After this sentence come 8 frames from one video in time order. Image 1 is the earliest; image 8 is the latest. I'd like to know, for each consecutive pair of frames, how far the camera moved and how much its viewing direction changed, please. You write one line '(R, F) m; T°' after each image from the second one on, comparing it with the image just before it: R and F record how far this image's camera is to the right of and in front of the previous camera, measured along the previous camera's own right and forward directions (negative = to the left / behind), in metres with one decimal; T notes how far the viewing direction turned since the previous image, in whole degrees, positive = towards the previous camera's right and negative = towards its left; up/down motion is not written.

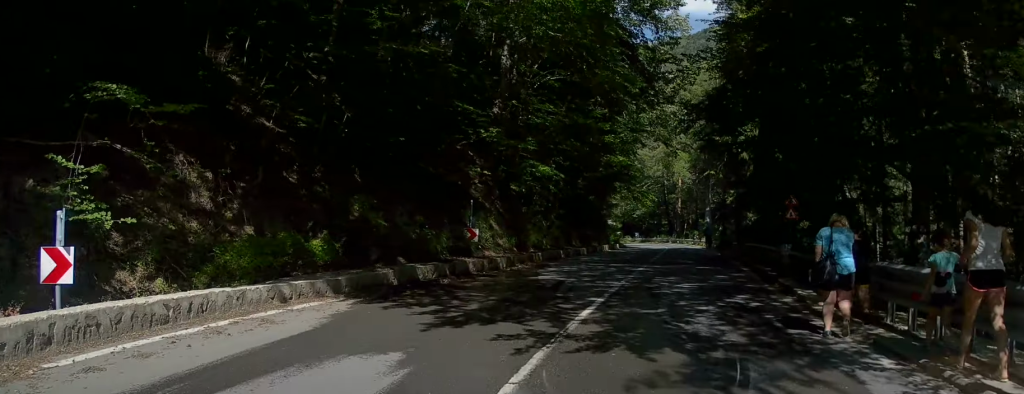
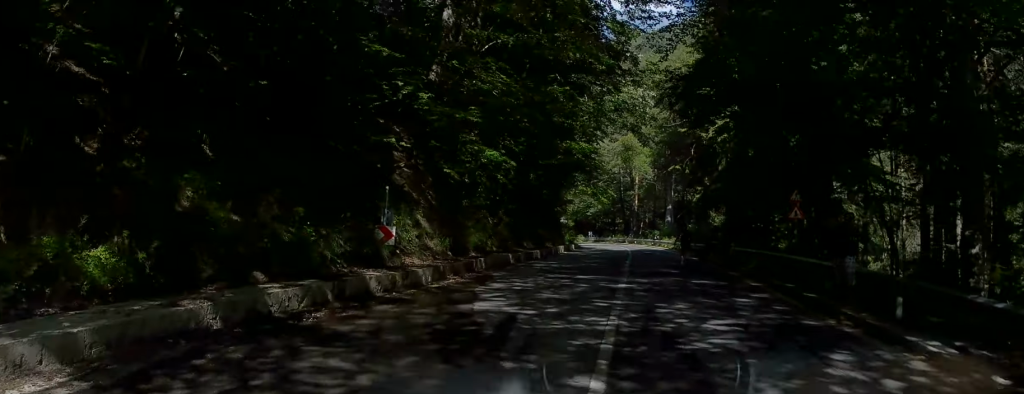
(0.0, +5.3) m; +3°
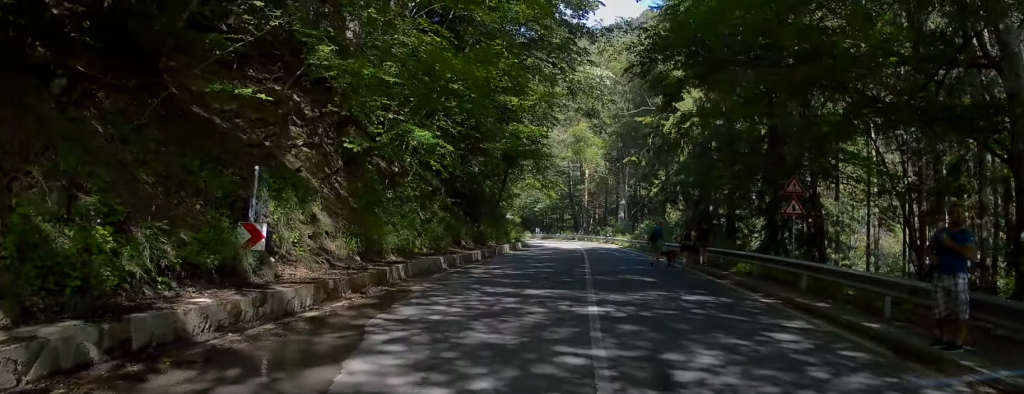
(+0.2, +4.0) m; +2°
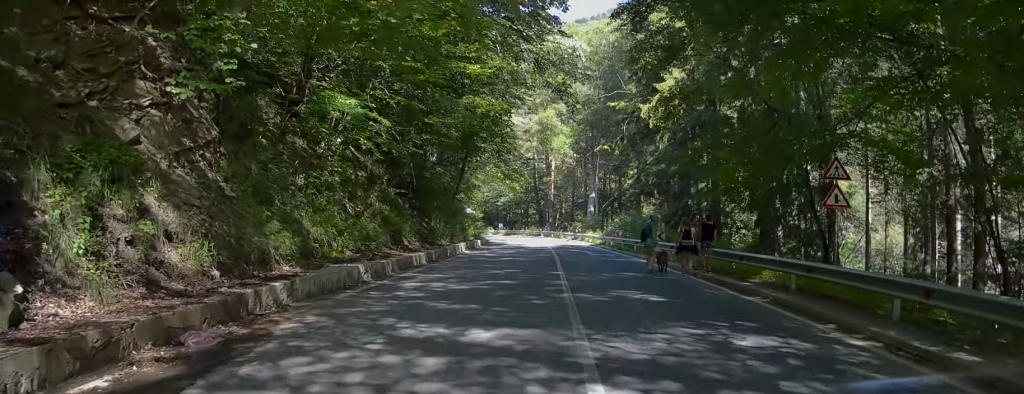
(0.0, +4.4) m; 0°
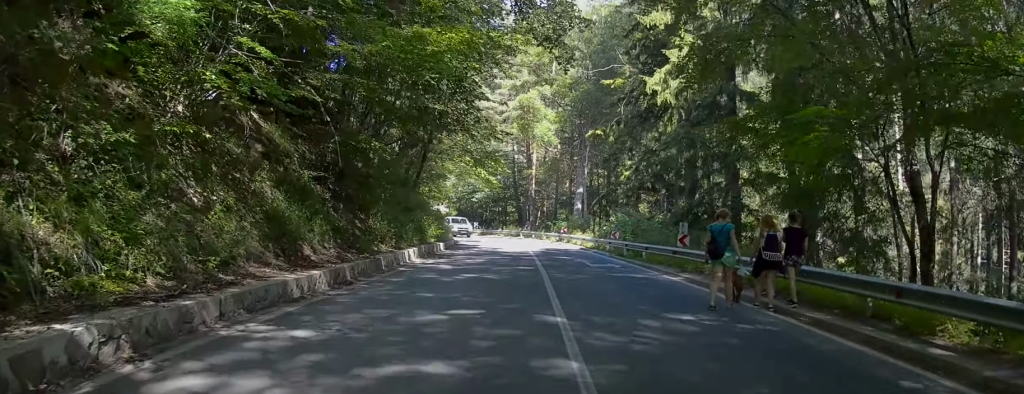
(-0.1, +6.9) m; -1°
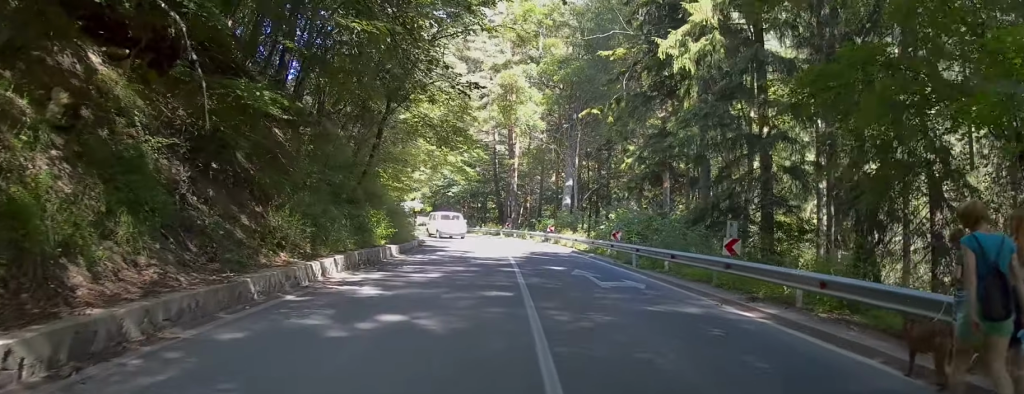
(0.0, +6.0) m; 0°
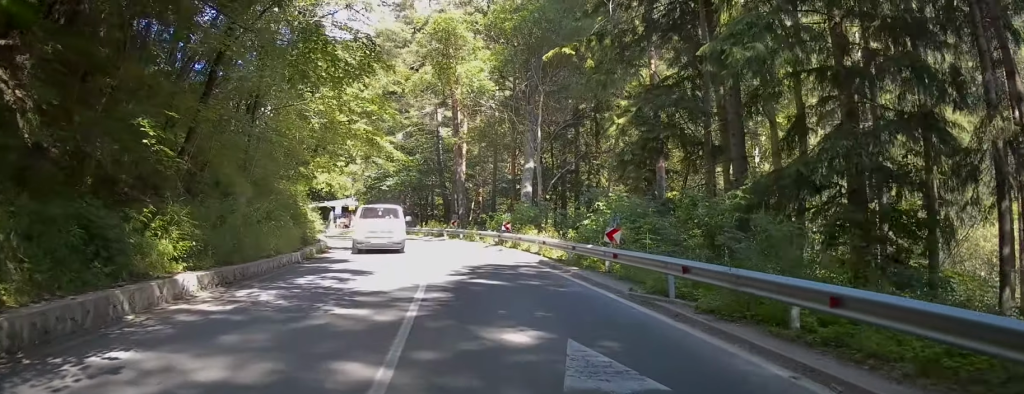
(+0.1, +10.0) m; +2°
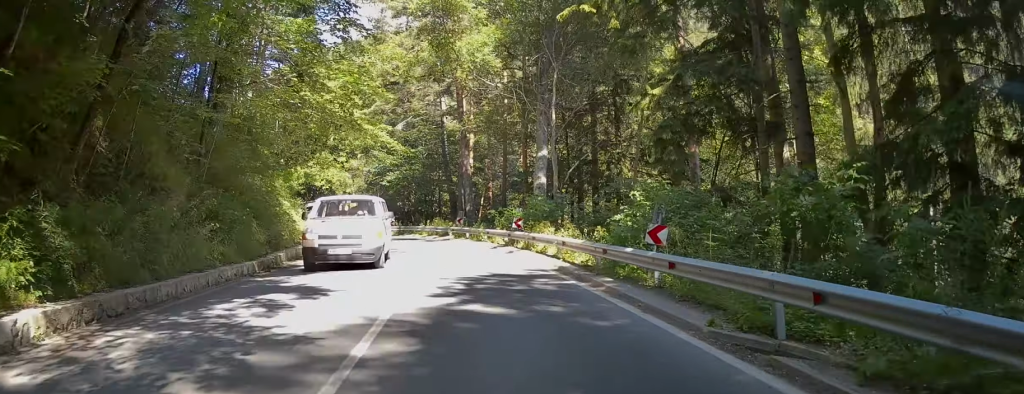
(+0.2, +3.8) m; 0°
